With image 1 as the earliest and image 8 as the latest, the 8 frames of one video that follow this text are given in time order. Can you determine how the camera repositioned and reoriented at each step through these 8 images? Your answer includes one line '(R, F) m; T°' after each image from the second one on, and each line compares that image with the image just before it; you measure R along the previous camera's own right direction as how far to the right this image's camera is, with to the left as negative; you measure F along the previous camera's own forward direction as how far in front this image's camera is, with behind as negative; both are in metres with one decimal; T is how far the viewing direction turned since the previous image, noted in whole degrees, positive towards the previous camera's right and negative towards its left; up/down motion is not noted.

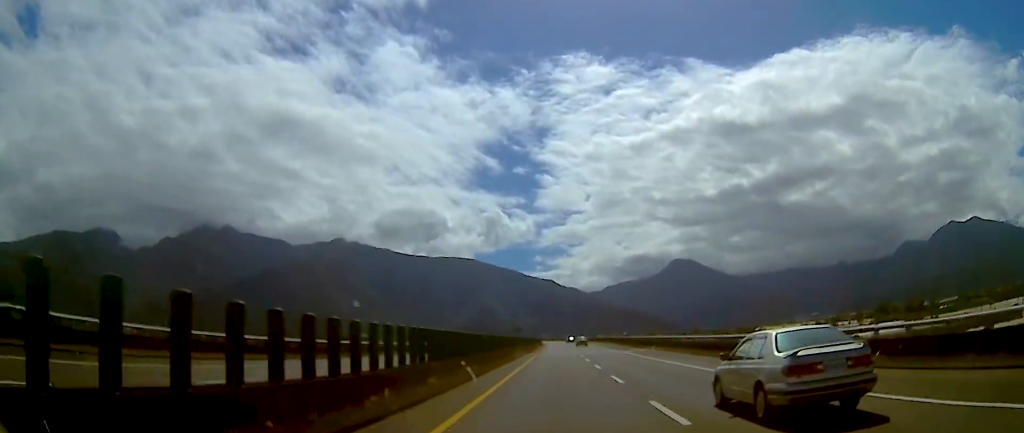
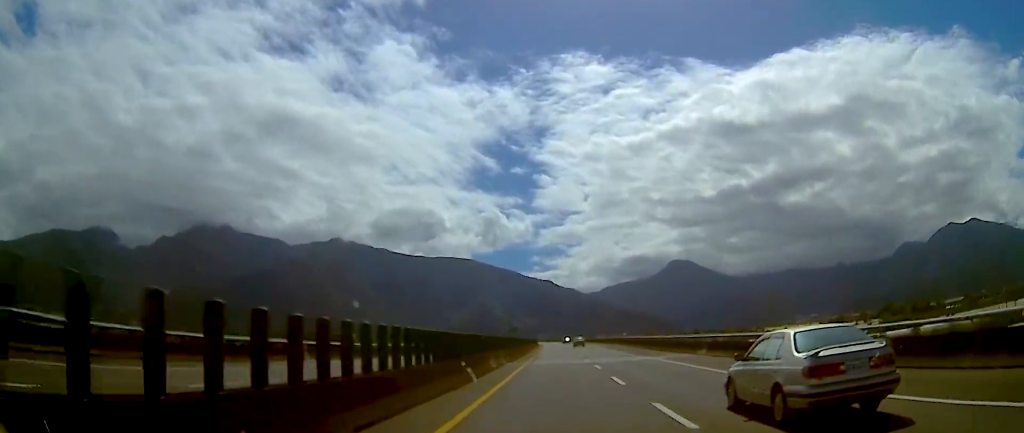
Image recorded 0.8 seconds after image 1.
(-0.5, +19.3) m; 0°
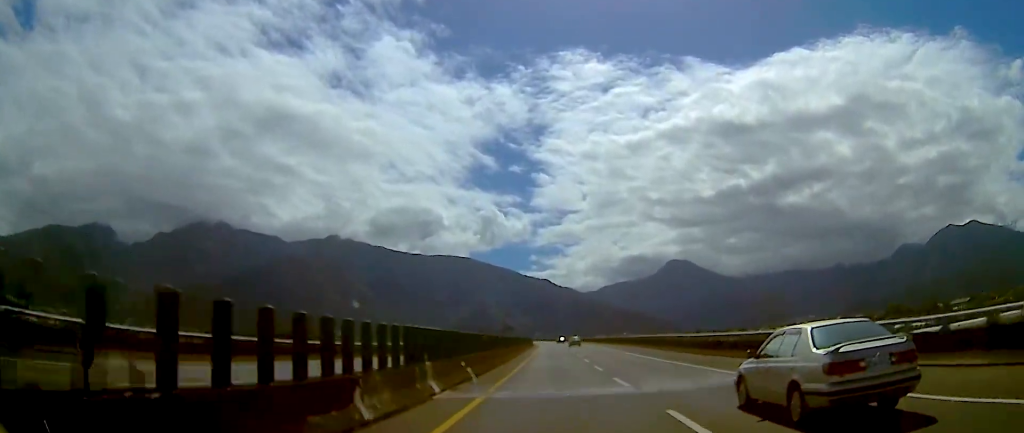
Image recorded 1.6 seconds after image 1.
(+0.3, +20.9) m; +1°
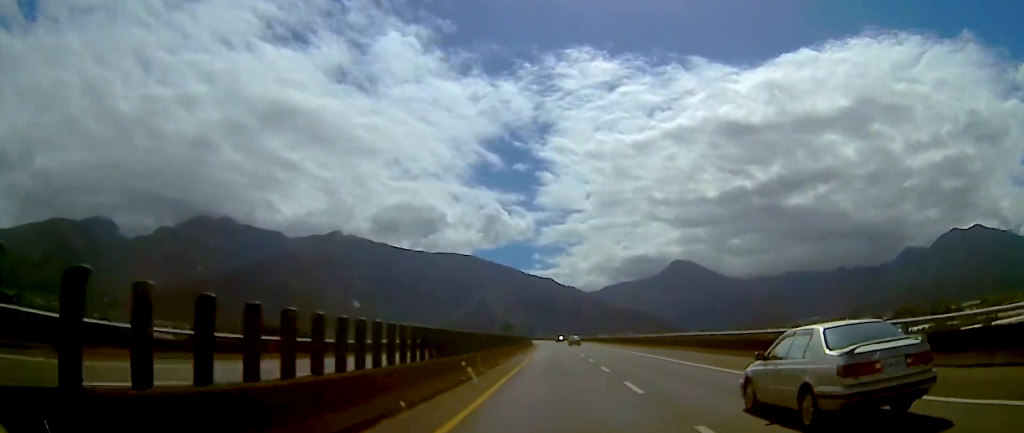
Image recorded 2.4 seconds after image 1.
(+0.3, +21.8) m; +1°
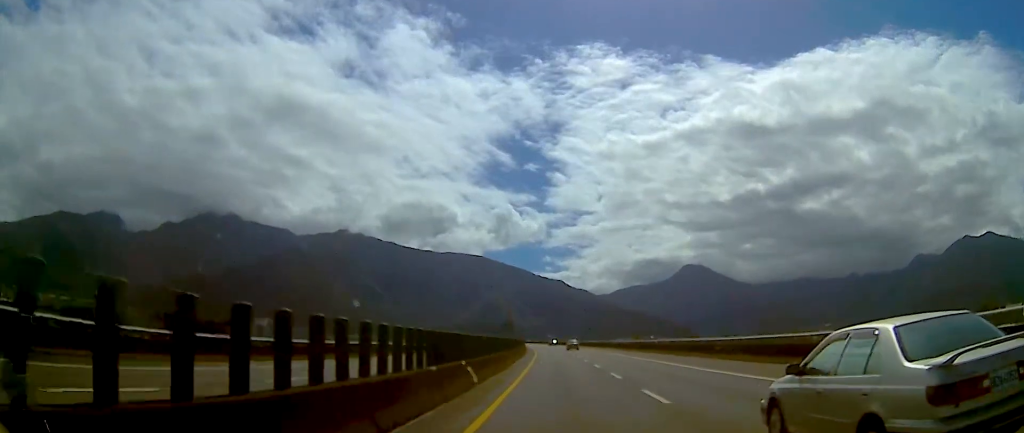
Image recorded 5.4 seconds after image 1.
(+0.5, +85.2) m; 0°
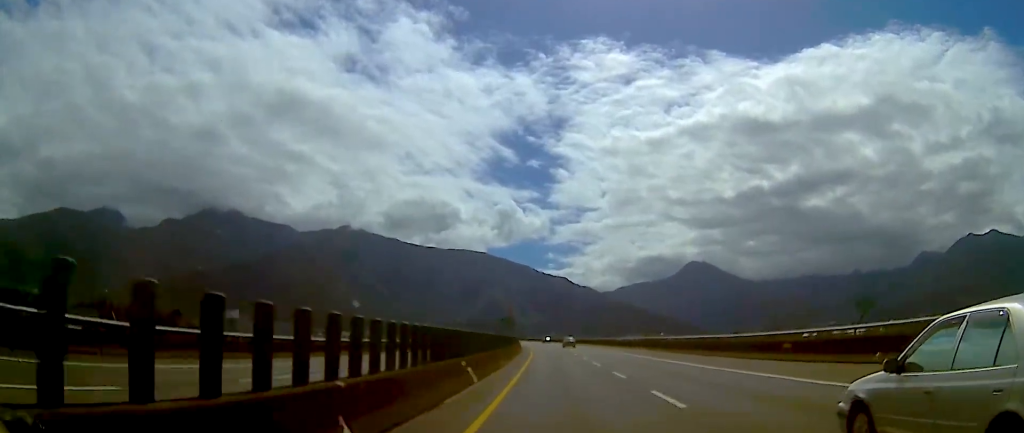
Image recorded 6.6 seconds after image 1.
(-0.1, +32.8) m; -1°
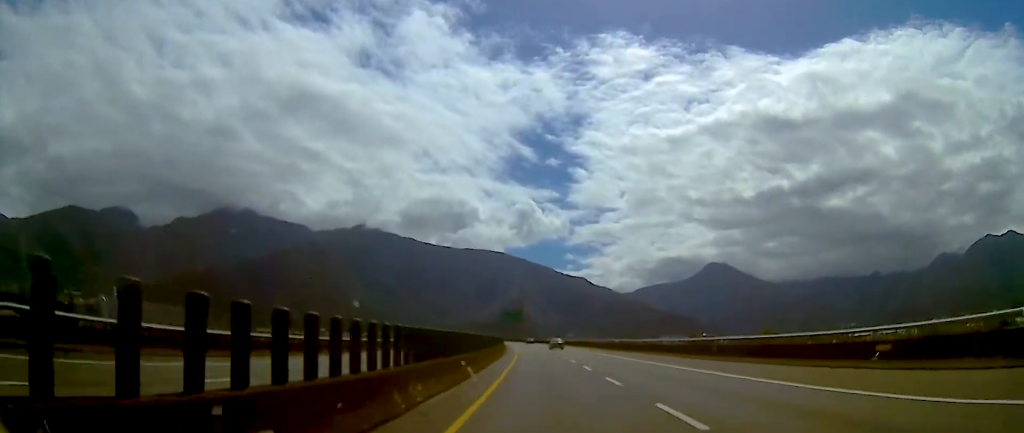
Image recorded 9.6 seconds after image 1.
(-2.1, +85.6) m; -2°
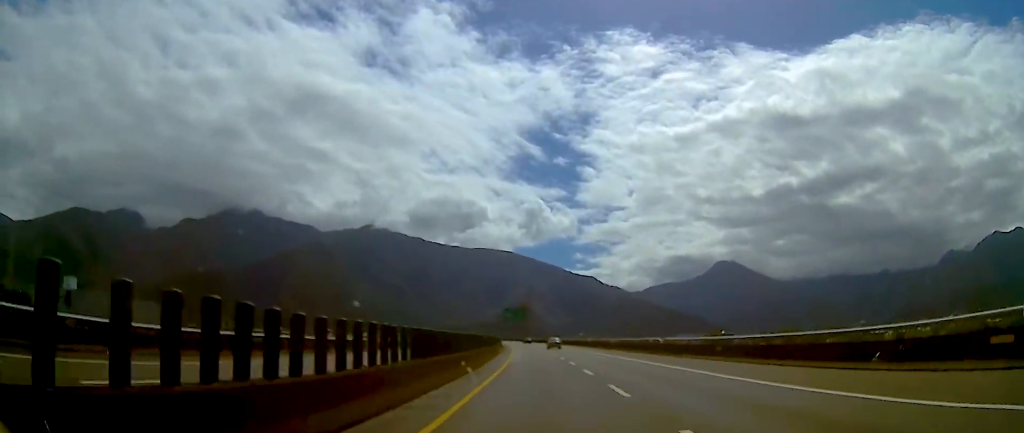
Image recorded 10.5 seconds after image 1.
(+0.2, +24.6) m; -1°
